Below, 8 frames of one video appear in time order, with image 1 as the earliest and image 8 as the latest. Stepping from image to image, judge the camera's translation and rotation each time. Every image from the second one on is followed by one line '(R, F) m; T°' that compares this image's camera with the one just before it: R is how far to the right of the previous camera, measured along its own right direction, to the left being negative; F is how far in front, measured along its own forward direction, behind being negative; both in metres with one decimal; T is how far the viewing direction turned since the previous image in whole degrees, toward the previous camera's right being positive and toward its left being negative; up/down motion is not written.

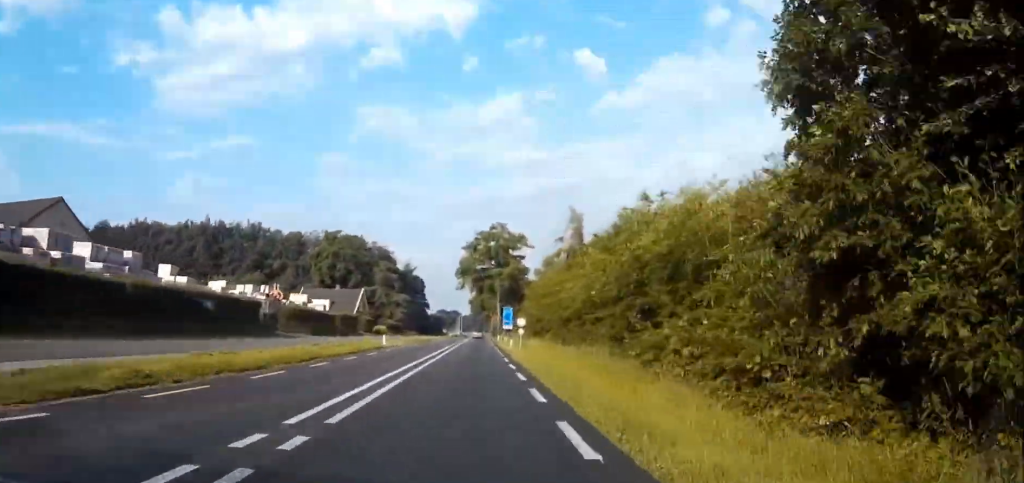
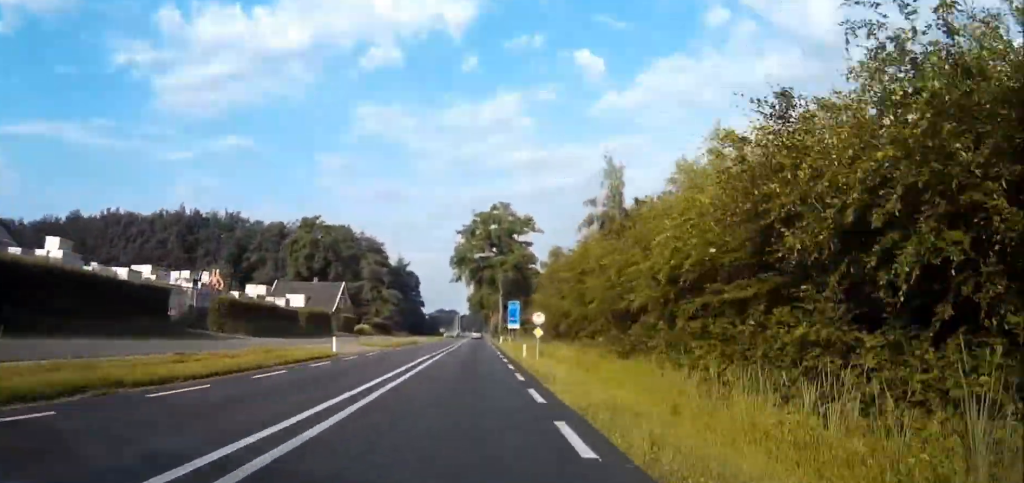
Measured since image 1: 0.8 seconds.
(0.0, +17.7) m; 0°
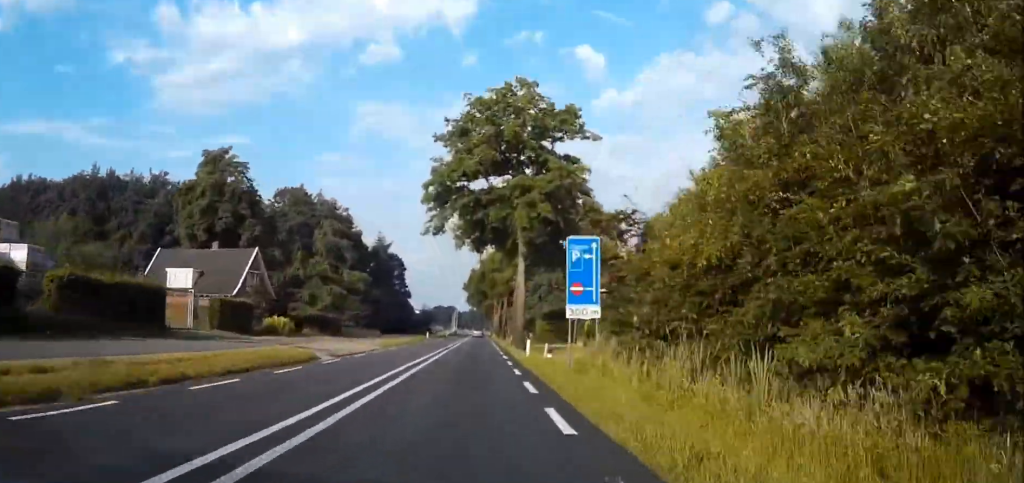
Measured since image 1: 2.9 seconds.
(+0.1, +45.9) m; 0°
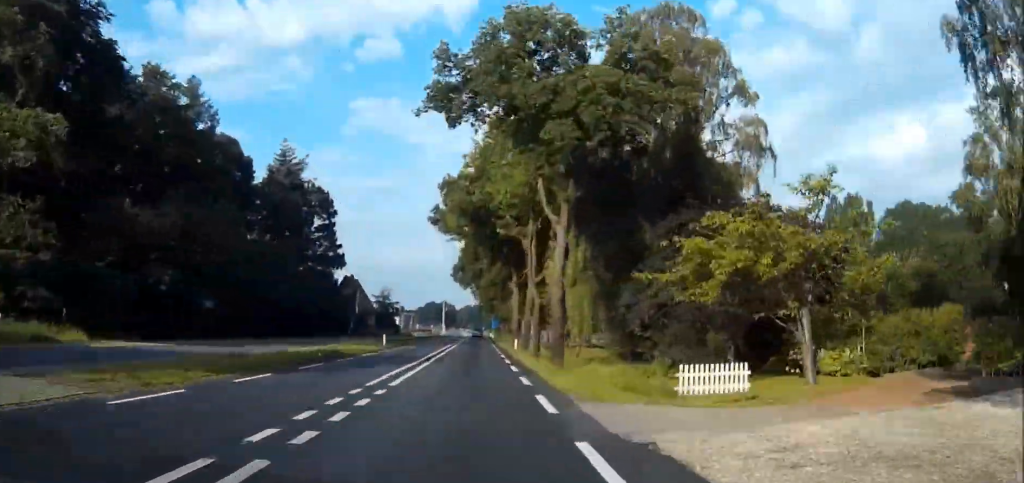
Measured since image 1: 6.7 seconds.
(+0.1, +86.4) m; 0°
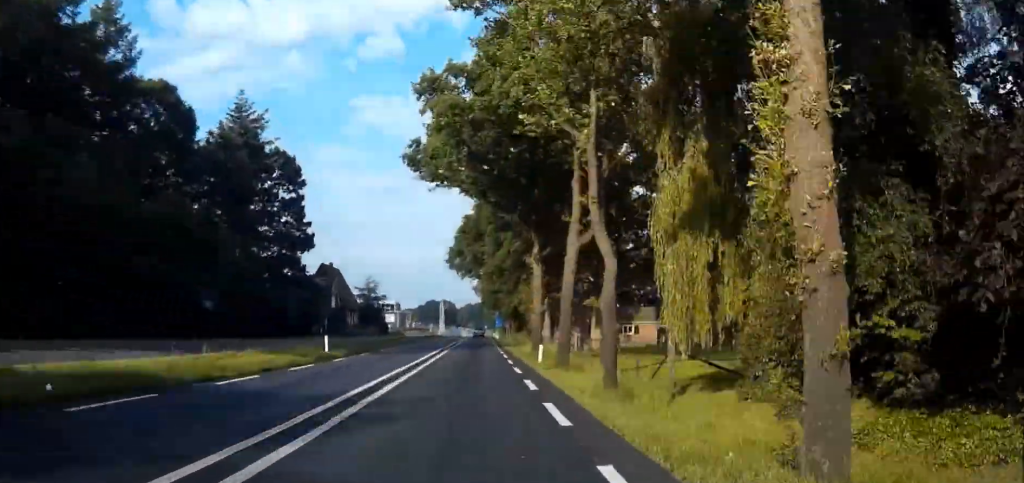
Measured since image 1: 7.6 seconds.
(0.0, +19.4) m; 0°
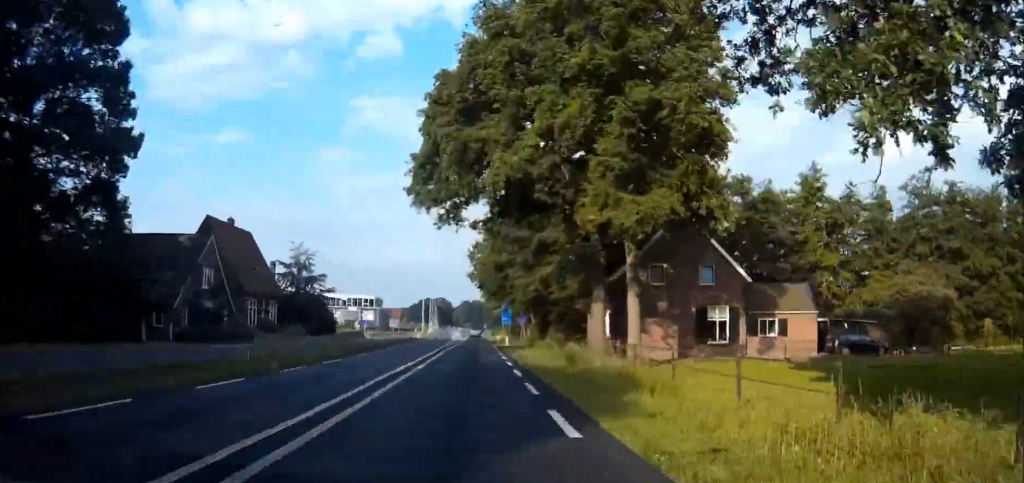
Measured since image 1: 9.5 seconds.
(0.0, +43.2) m; 0°
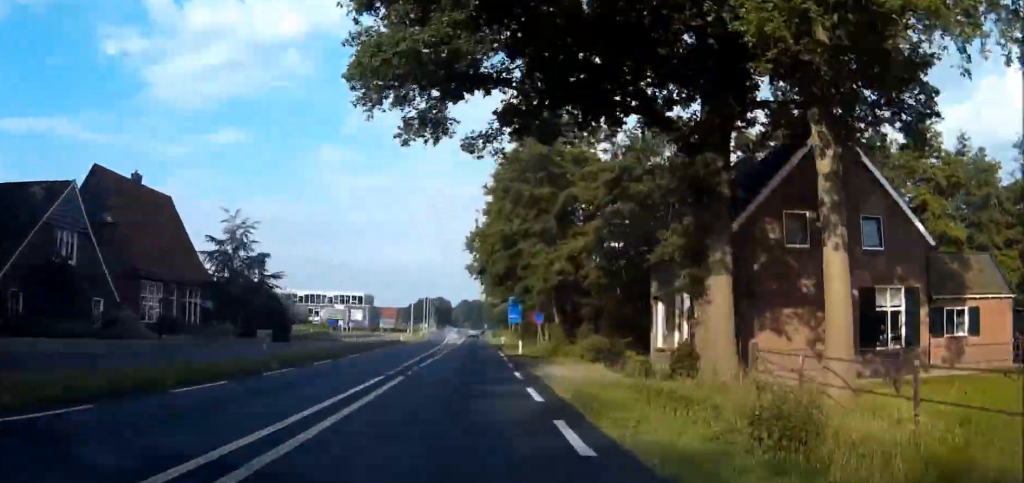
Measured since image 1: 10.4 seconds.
(0.0, +19.3) m; 0°
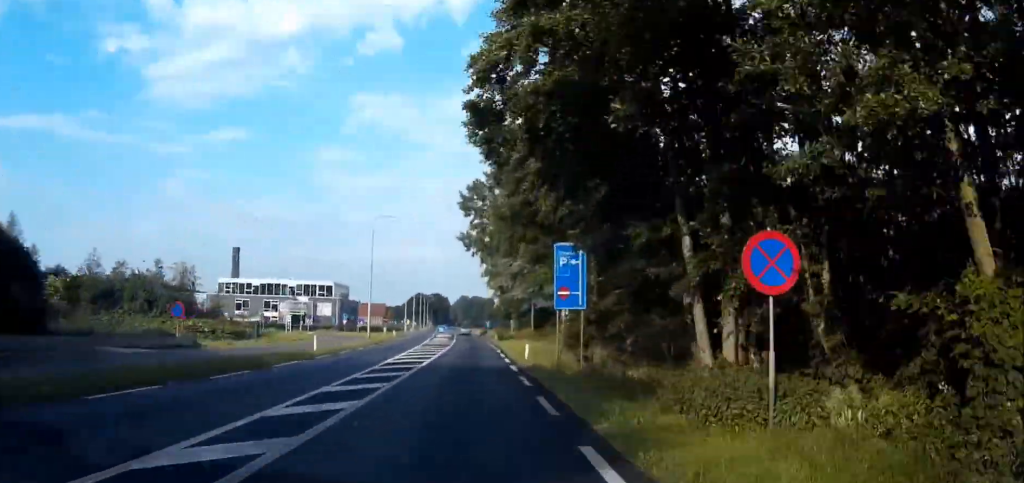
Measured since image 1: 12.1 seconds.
(-0.1, +38.5) m; 0°
